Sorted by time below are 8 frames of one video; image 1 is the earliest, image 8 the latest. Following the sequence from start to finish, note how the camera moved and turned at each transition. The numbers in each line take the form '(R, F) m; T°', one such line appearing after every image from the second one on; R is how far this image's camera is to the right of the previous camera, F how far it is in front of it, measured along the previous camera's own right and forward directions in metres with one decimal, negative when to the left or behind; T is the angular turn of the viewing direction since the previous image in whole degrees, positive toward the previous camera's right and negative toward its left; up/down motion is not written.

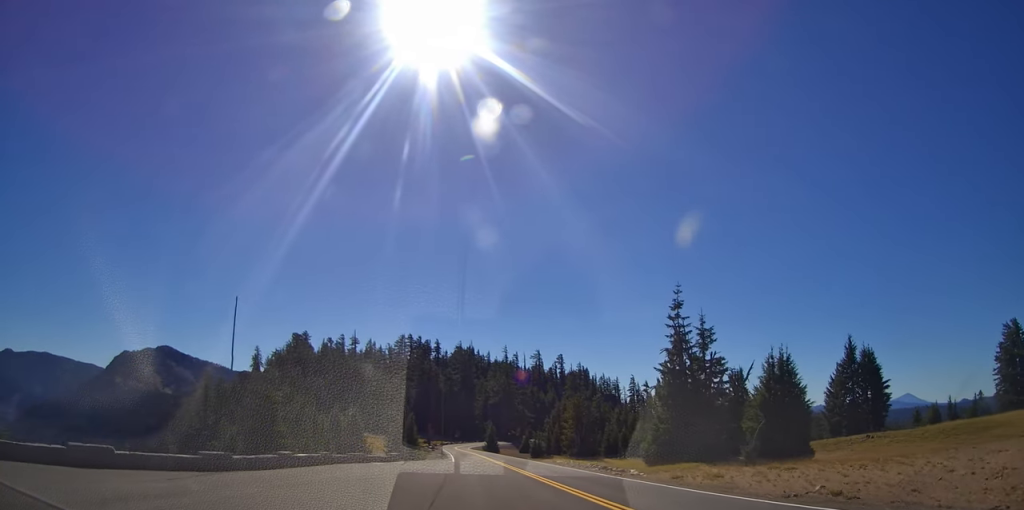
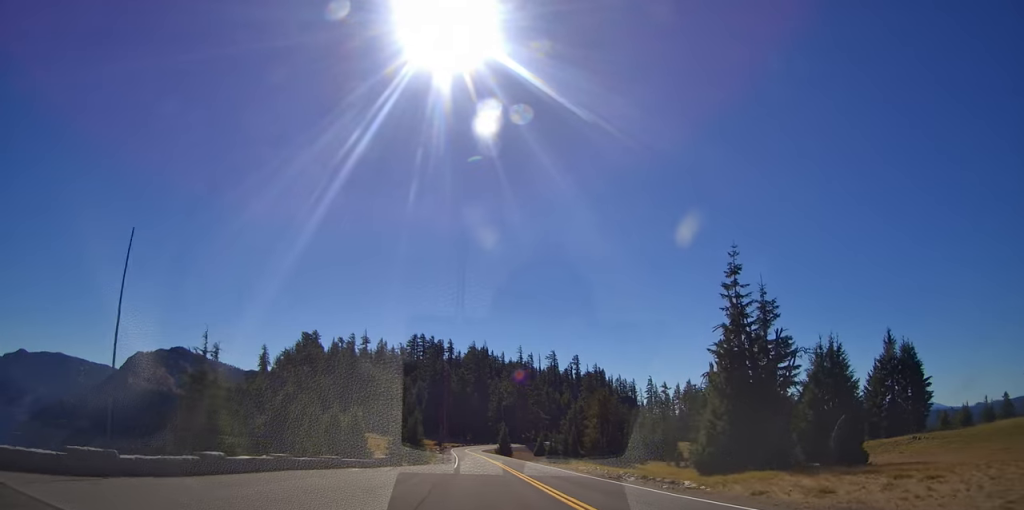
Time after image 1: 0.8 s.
(+0.2, +8.2) m; +1°
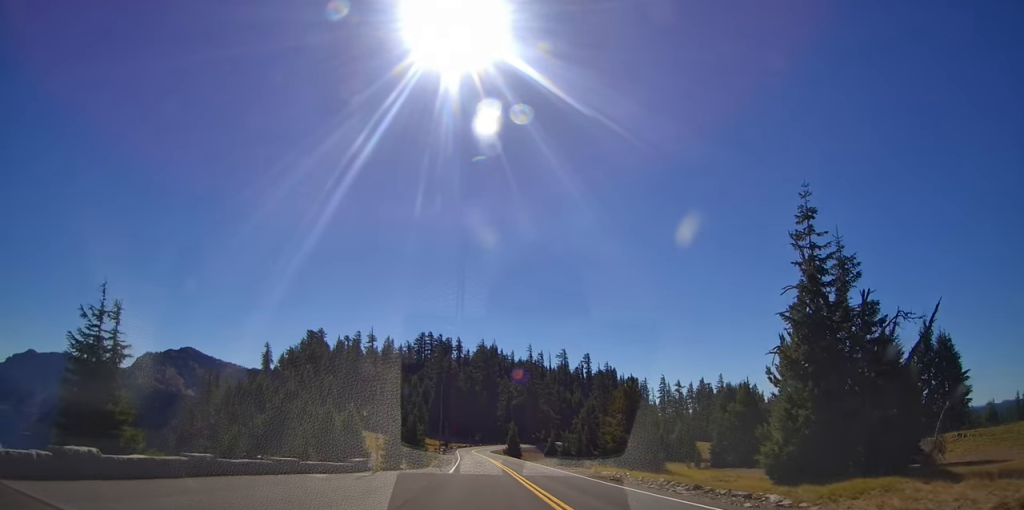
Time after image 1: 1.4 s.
(0.0, +7.5) m; 0°
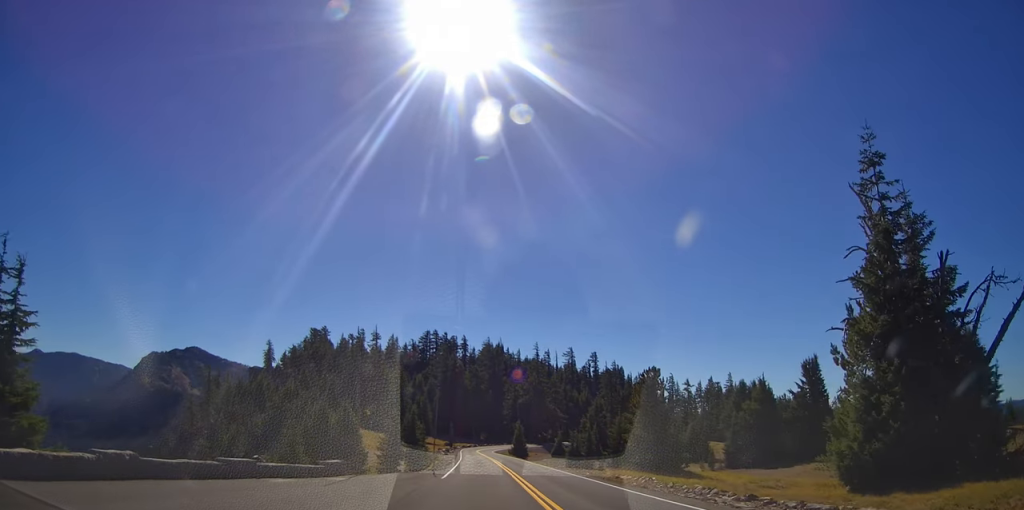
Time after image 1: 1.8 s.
(0.0, +4.8) m; 0°
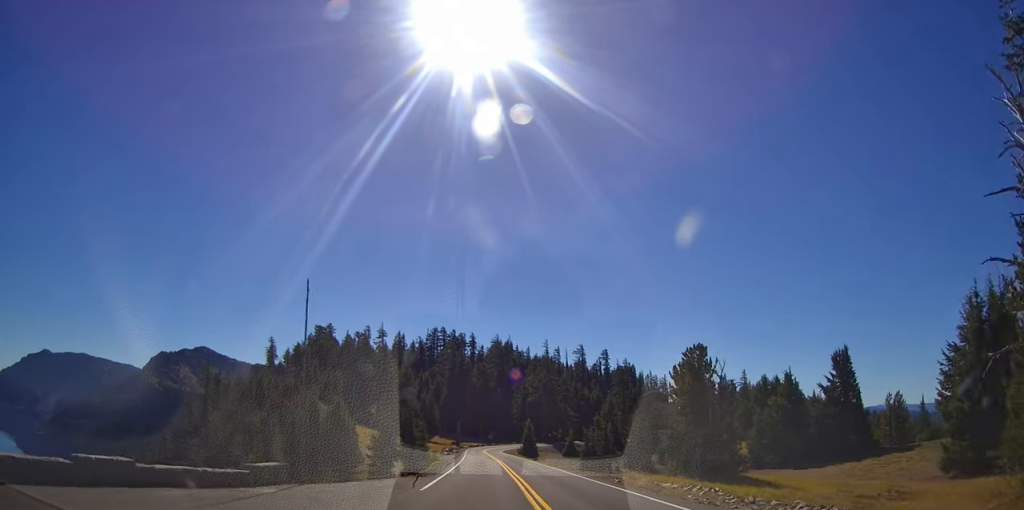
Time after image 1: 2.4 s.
(0.0, +7.3) m; 0°
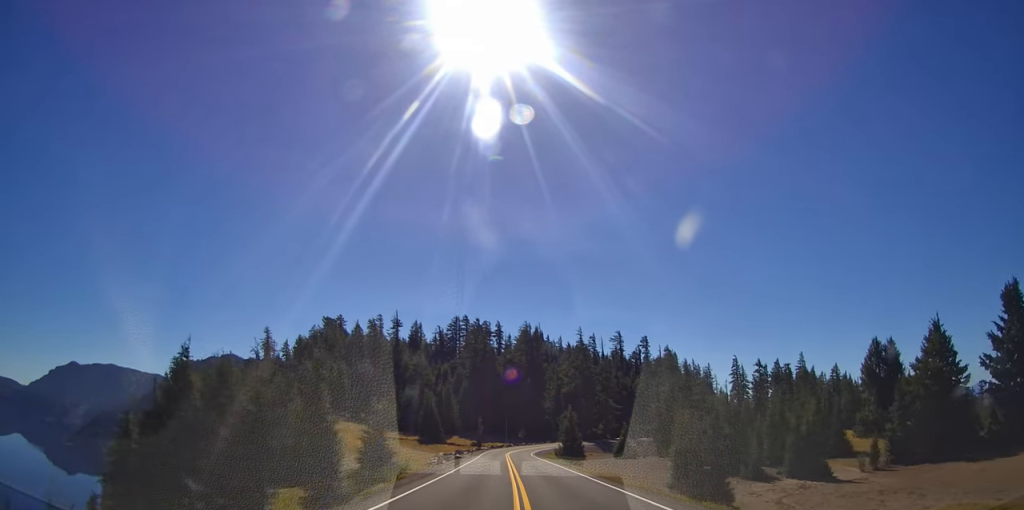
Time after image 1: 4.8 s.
(0.0, +32.7) m; 0°
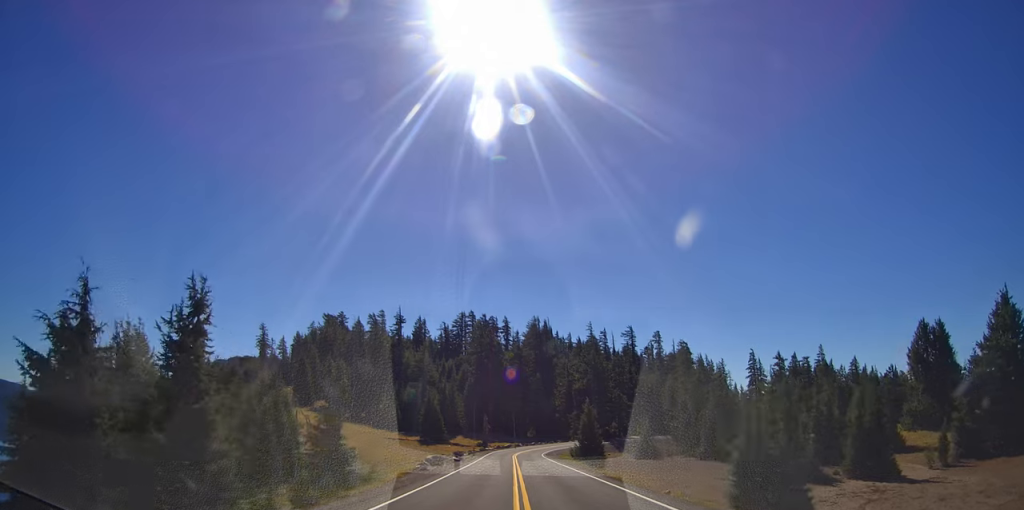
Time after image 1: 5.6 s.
(0.0, +10.7) m; 0°
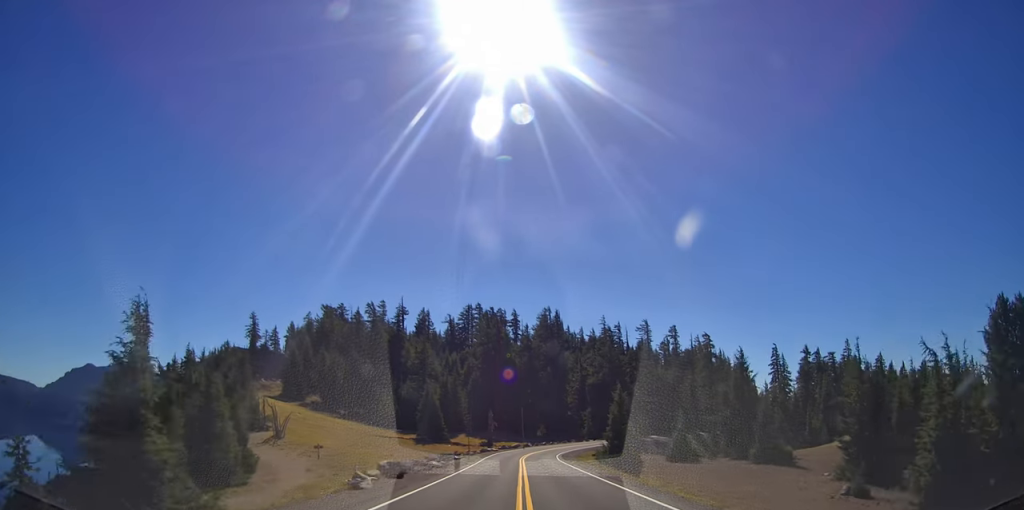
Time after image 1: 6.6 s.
(0.0, +14.9) m; 0°
